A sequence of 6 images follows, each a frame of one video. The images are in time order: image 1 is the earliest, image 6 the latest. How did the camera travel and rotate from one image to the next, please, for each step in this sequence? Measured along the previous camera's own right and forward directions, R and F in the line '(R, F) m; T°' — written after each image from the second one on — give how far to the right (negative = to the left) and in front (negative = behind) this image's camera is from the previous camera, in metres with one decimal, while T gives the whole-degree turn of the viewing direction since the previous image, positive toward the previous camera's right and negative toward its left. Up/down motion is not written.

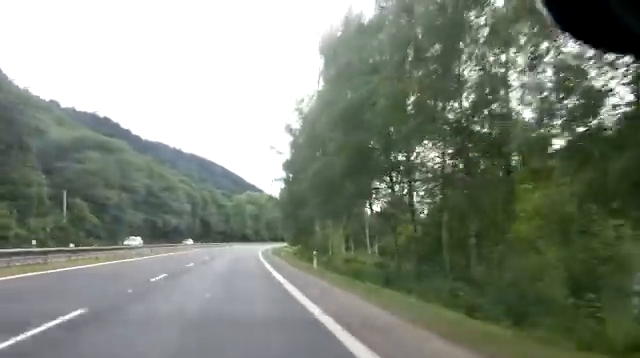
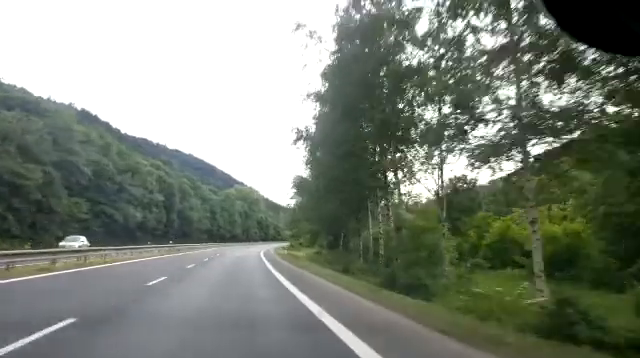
(-0.1, +27.5) m; +1°
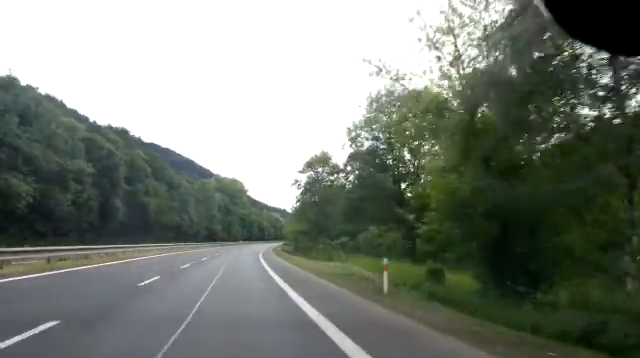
(+1.1, +35.7) m; +3°
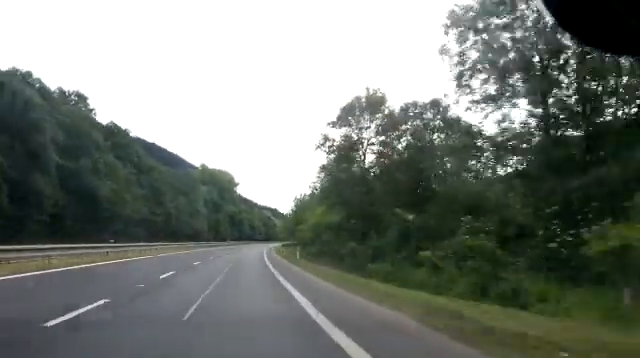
(+0.4, +24.0) m; +2°
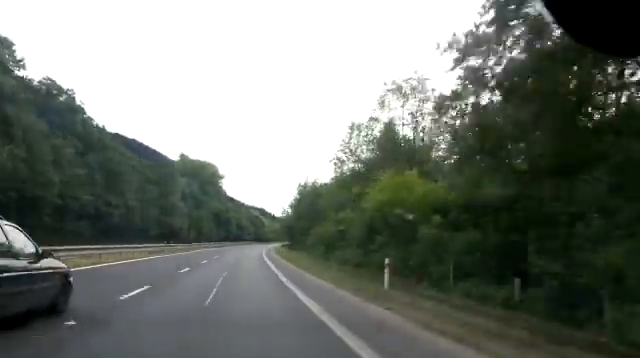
(+0.4, +23.2) m; +2°
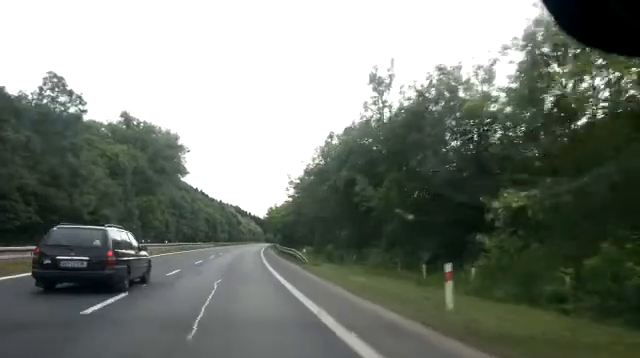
(+1.5, +46.2) m; +3°
